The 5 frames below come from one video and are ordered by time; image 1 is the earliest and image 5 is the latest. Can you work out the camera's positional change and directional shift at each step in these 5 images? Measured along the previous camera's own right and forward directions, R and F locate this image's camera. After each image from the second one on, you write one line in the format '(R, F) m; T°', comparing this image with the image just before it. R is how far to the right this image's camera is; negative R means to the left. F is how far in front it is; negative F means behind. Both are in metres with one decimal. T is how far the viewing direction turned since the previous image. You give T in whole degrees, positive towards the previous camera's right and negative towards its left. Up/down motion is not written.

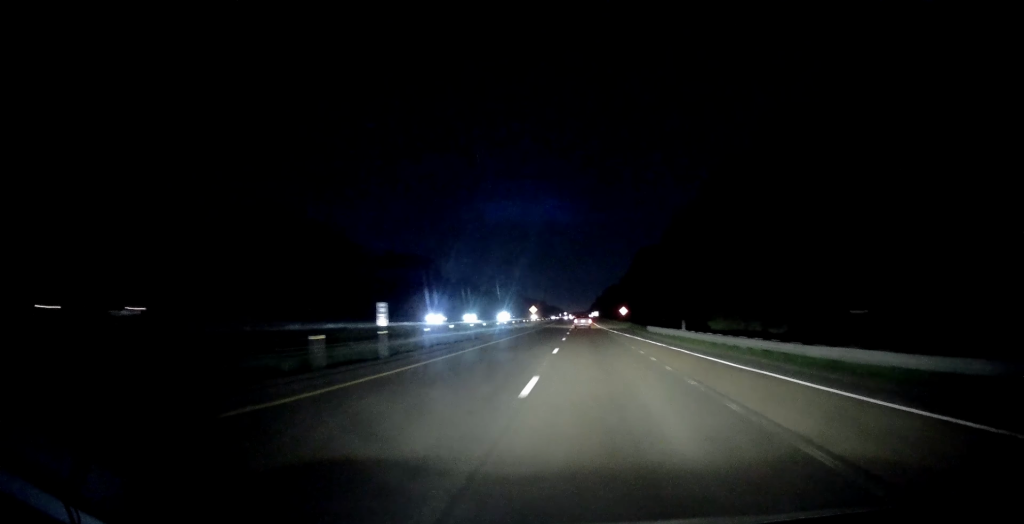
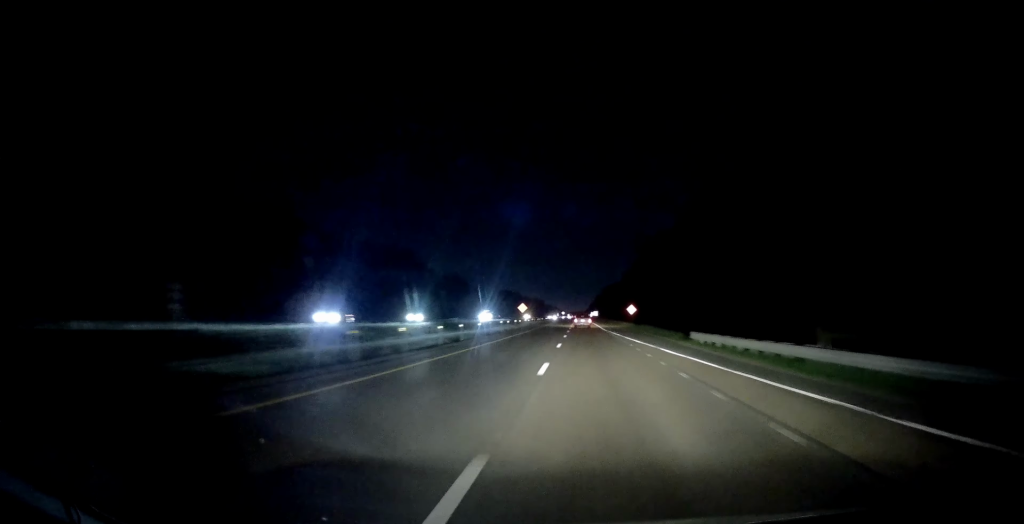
(0.0, +21.6) m; 0°
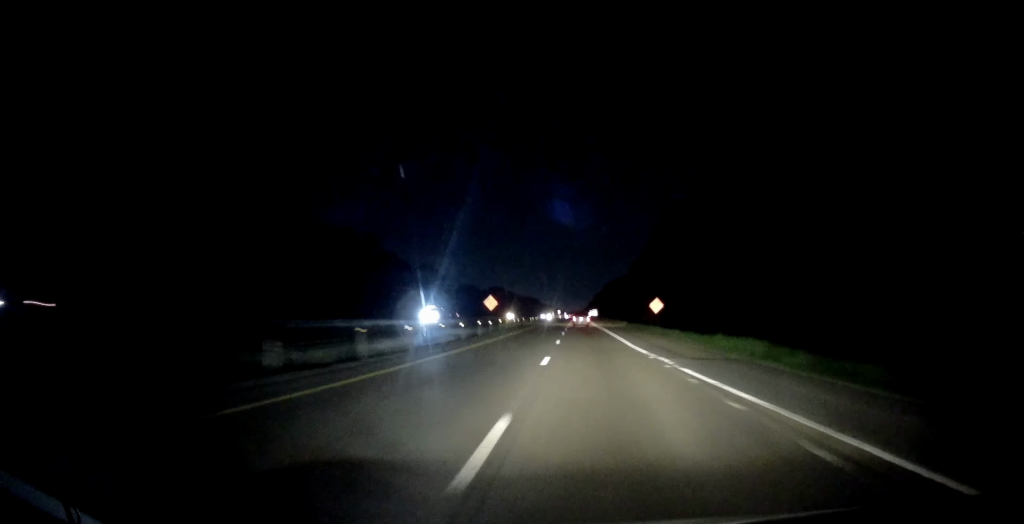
(+0.1, +36.7) m; 0°
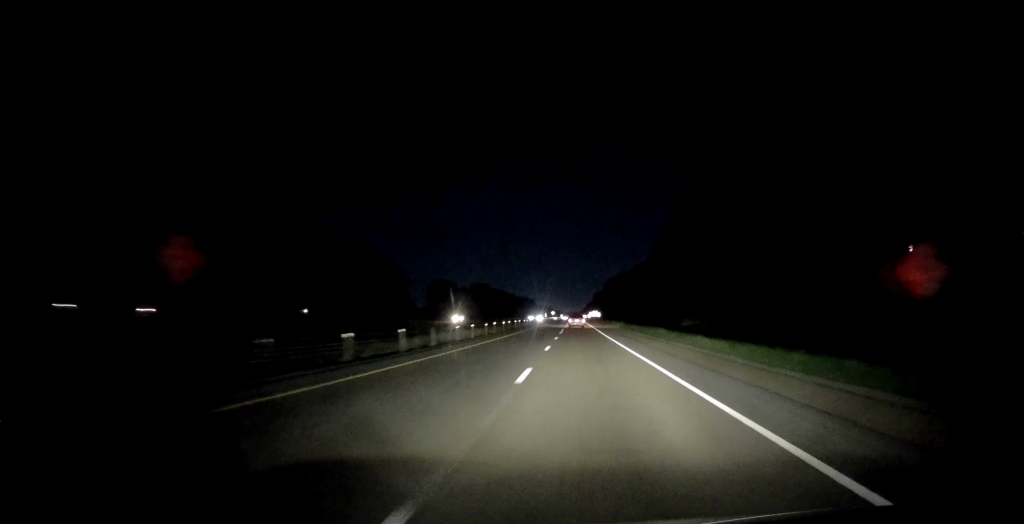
(-0.1, +54.9) m; +1°
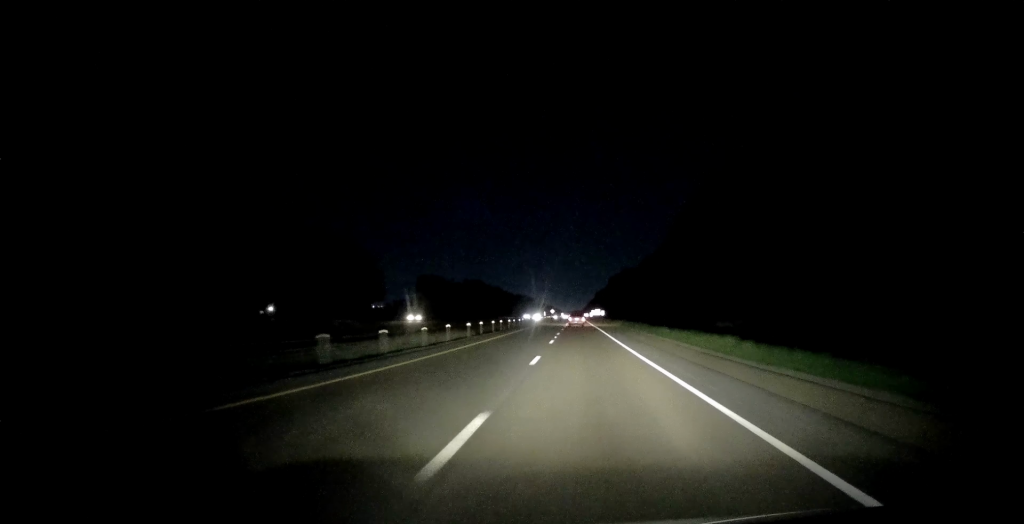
(+0.6, +20.5) m; 0°
